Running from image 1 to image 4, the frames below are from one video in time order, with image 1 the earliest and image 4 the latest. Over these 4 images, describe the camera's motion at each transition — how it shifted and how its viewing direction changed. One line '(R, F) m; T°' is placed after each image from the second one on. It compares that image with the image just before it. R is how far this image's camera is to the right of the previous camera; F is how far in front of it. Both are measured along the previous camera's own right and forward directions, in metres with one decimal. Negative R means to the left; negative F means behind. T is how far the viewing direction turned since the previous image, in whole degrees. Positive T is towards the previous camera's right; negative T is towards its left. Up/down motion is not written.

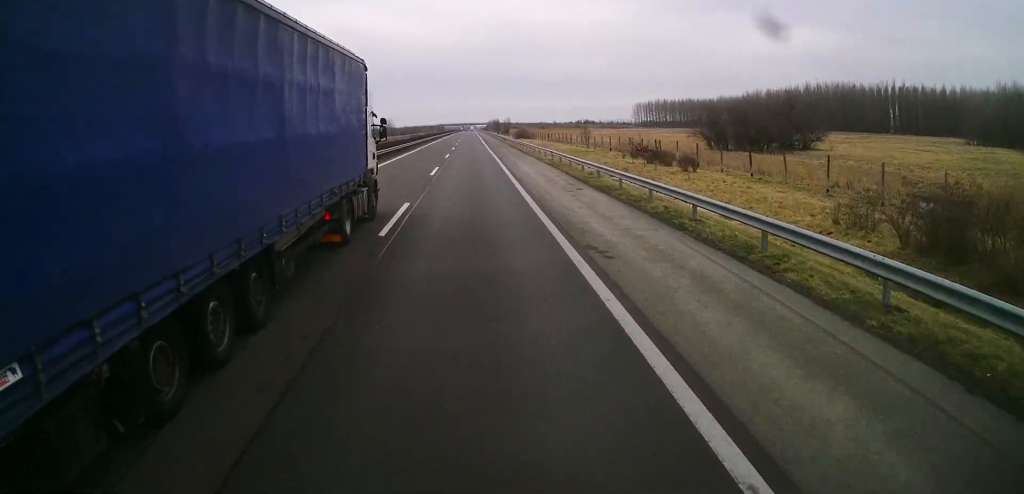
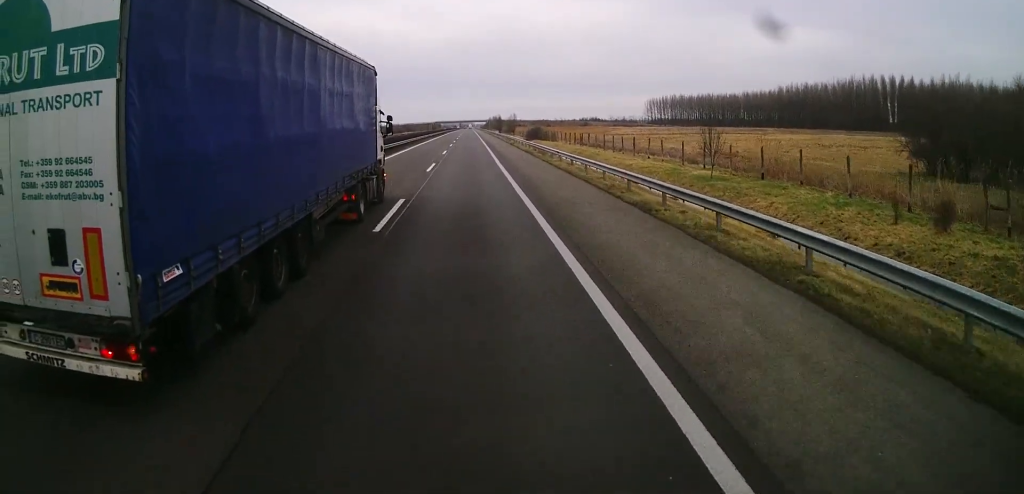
(+0.1, +54.1) m; +1°
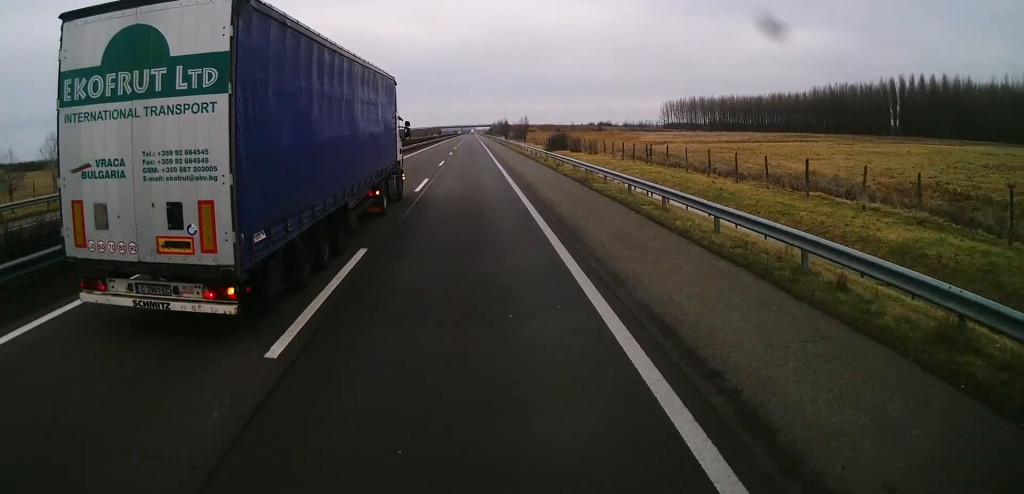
(-0.6, +43.7) m; 0°
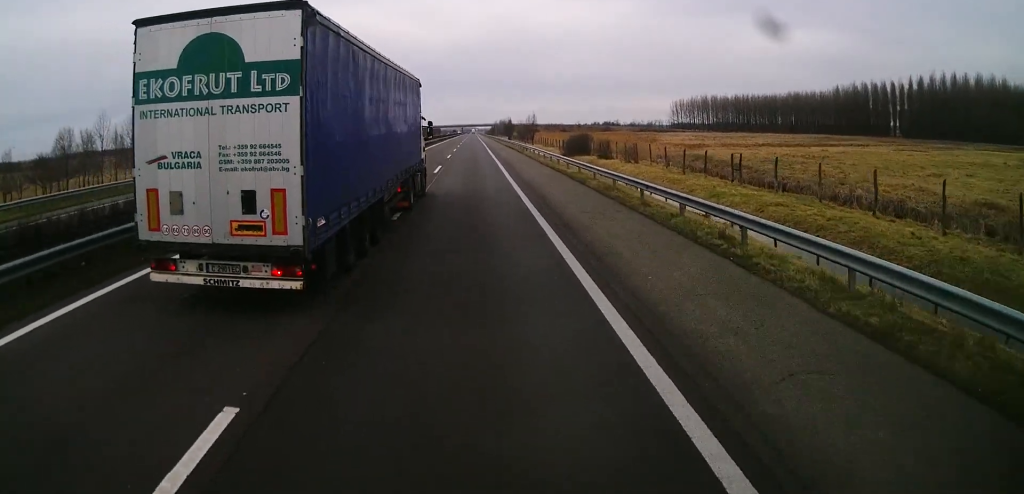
(+0.7, +25.4) m; 0°
